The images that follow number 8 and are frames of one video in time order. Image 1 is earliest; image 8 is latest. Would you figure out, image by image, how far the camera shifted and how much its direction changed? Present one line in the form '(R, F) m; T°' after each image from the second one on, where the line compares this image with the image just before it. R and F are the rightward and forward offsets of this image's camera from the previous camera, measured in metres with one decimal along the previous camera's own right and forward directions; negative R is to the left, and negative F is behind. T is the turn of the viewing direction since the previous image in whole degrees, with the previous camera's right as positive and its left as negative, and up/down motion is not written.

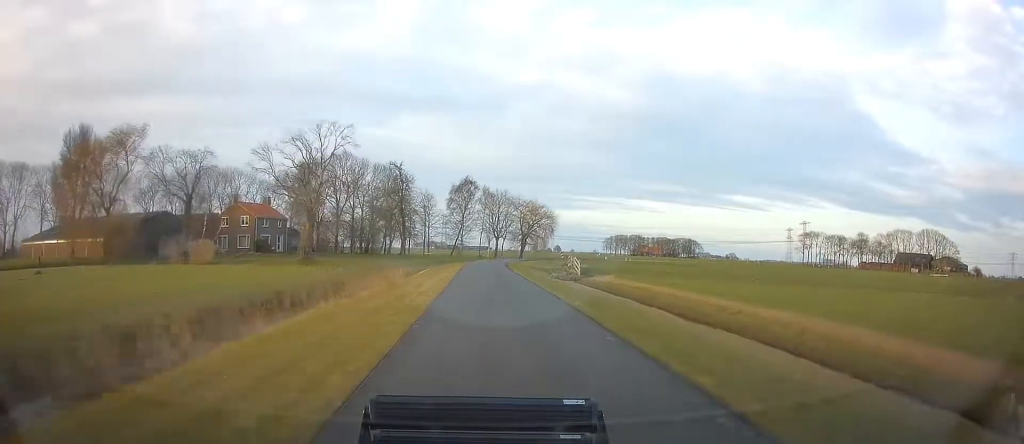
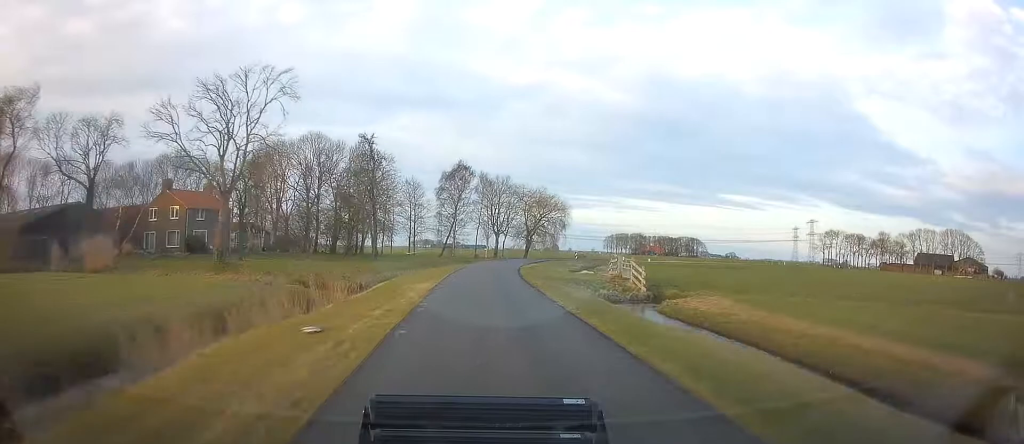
(-0.1, +19.9) m; +1°
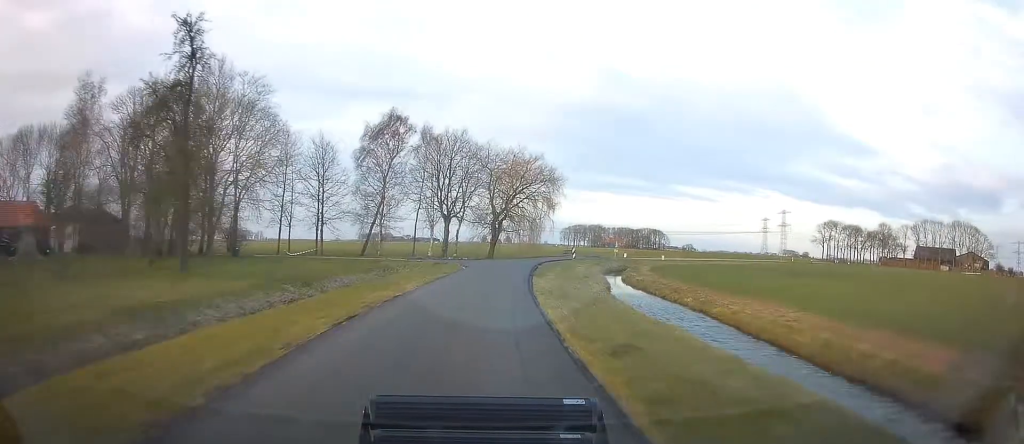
(+0.8, +33.4) m; +3°
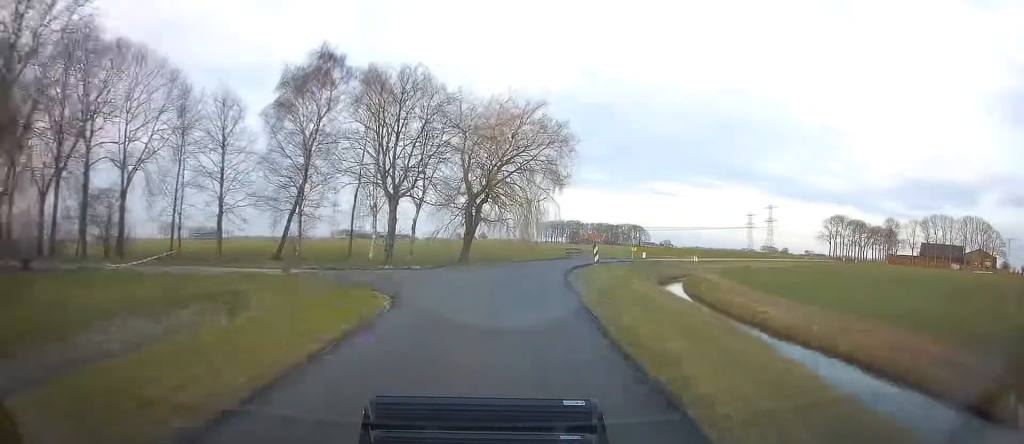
(+0.4, +20.9) m; +4°
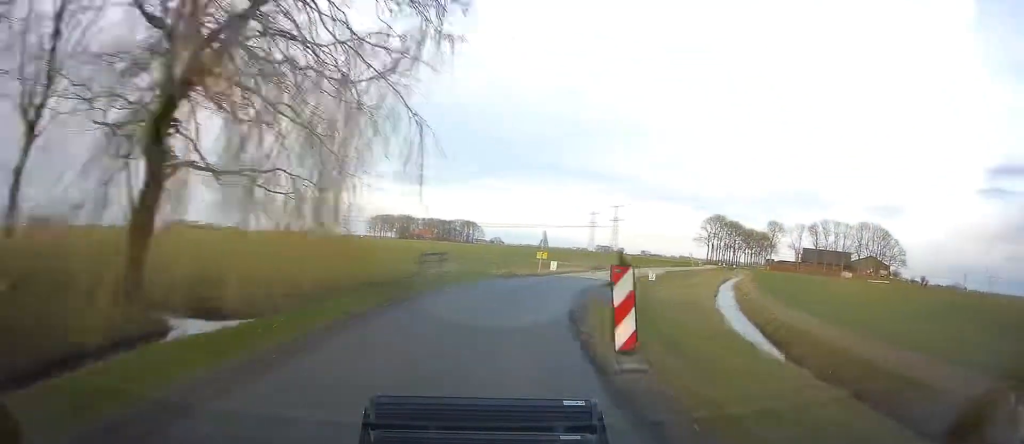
(+3.0, +29.2) m; +15°
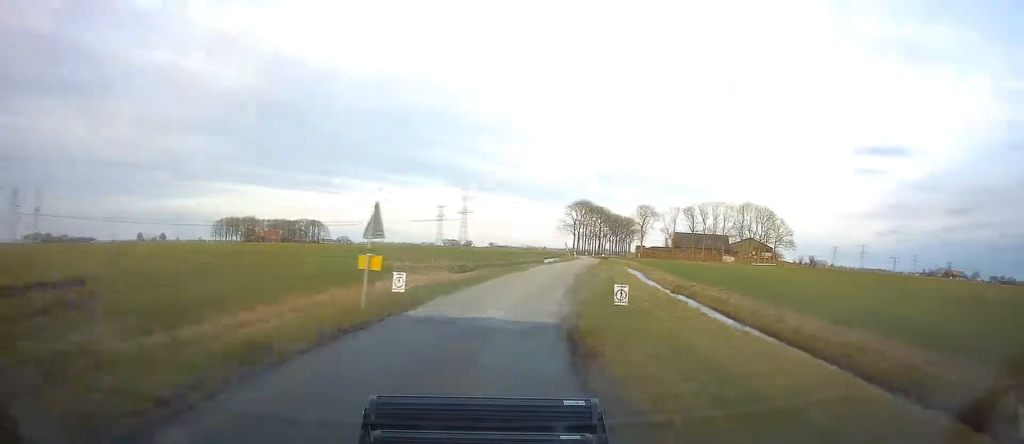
(+2.1, +18.6) m; +13°
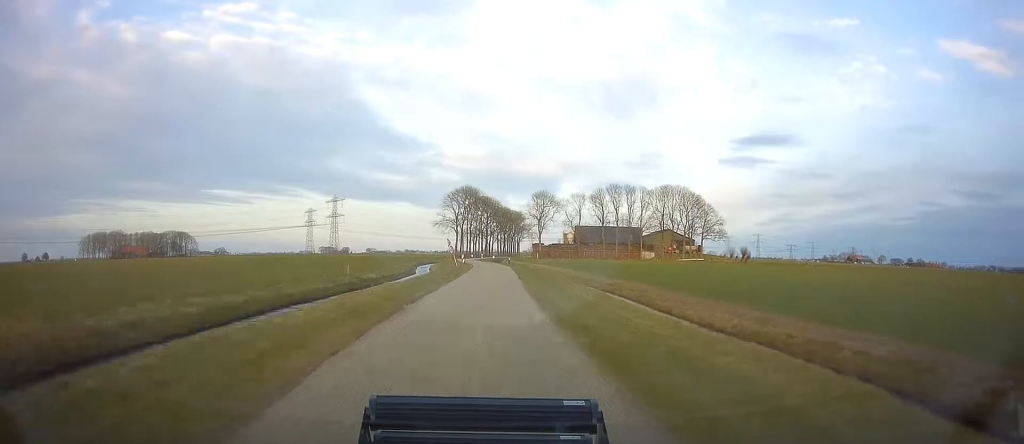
(+5.6, +36.4) m; +12°
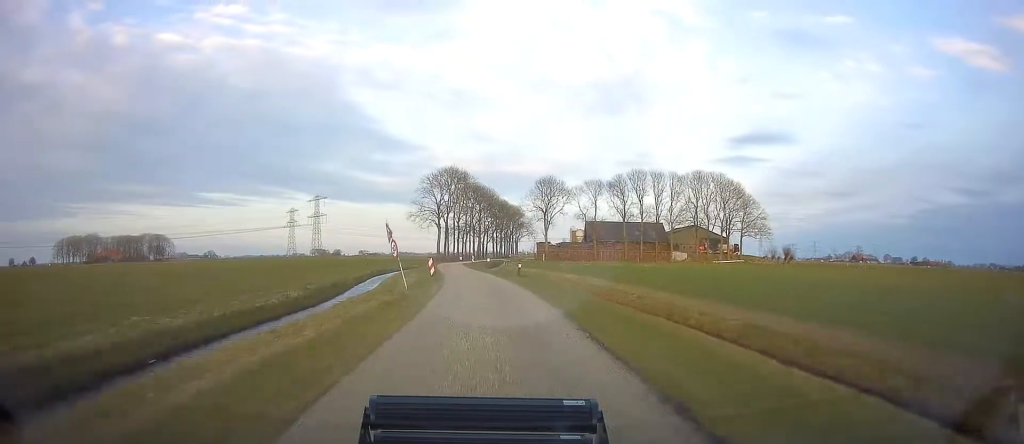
(+1.3, +31.3) m; +1°
